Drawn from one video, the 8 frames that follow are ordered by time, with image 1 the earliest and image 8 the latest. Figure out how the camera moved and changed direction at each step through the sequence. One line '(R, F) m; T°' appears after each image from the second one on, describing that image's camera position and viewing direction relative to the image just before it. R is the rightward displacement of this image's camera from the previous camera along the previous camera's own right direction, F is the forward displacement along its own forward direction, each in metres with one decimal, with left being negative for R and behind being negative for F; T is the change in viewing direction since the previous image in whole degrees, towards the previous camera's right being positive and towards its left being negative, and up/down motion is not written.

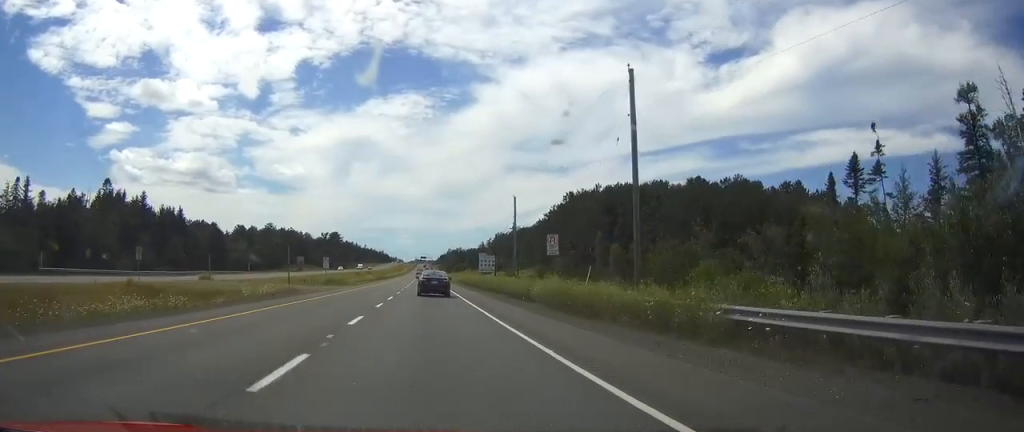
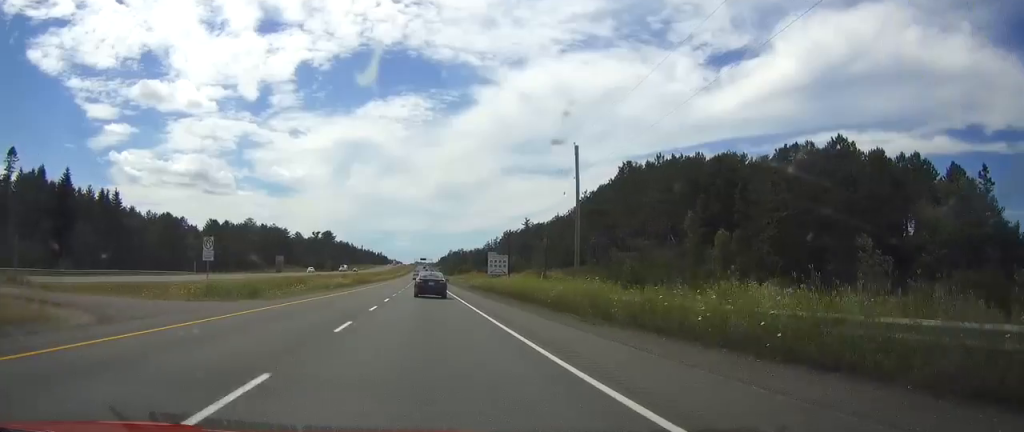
(0.0, +37.0) m; 0°
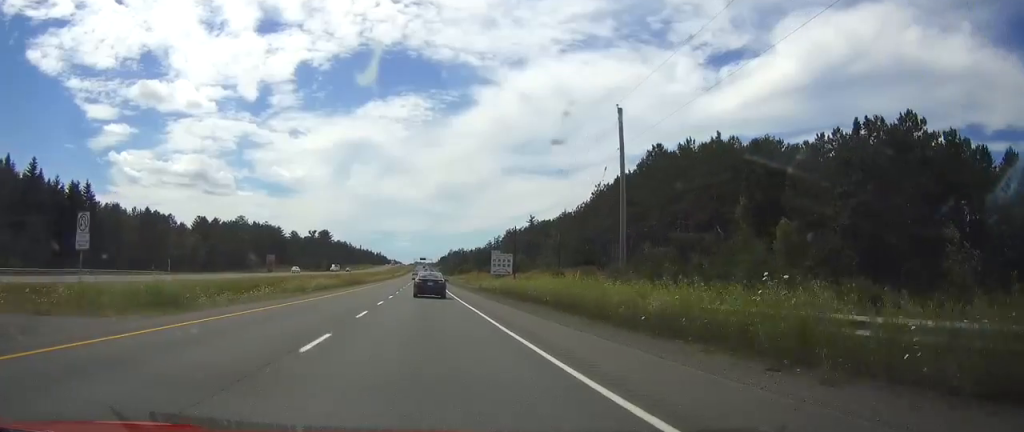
(0.0, +12.3) m; 0°
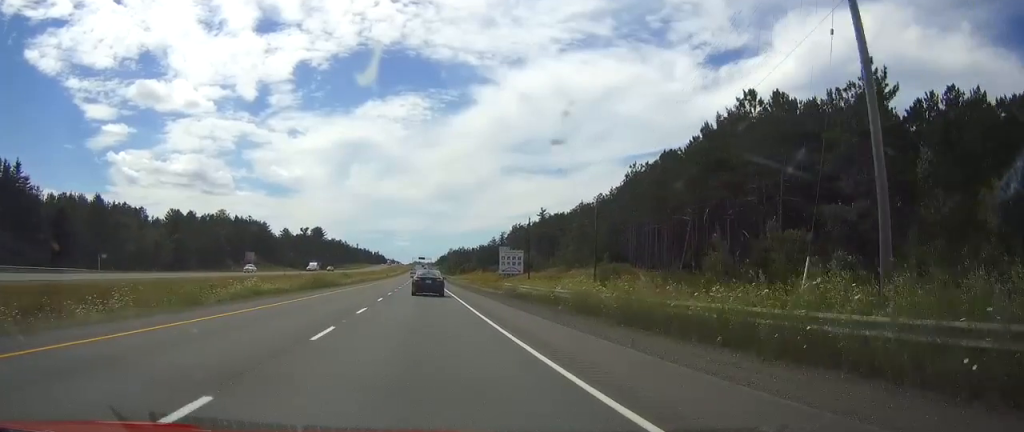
(+0.1, +24.6) m; 0°
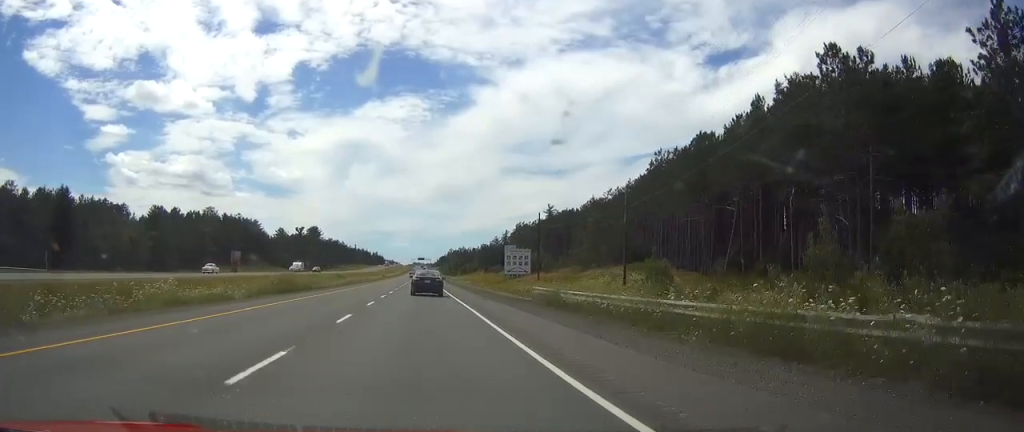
(0.0, +13.3) m; 0°
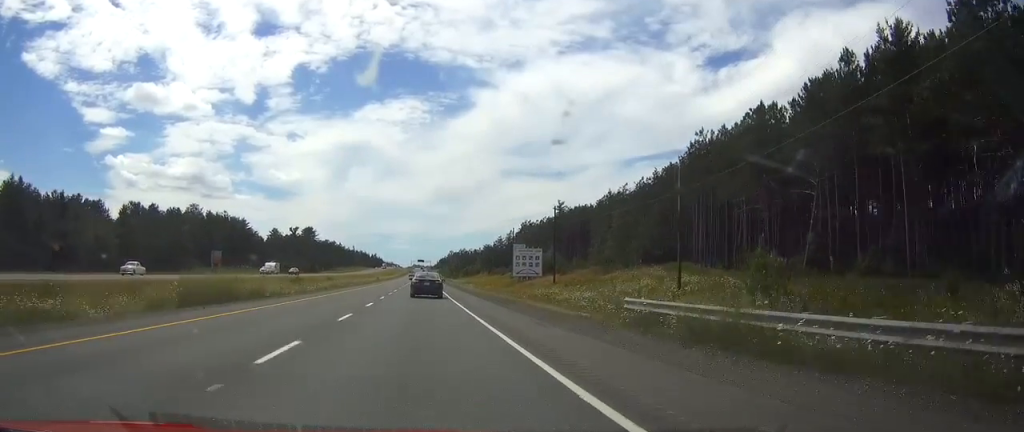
(0.0, +16.4) m; 0°
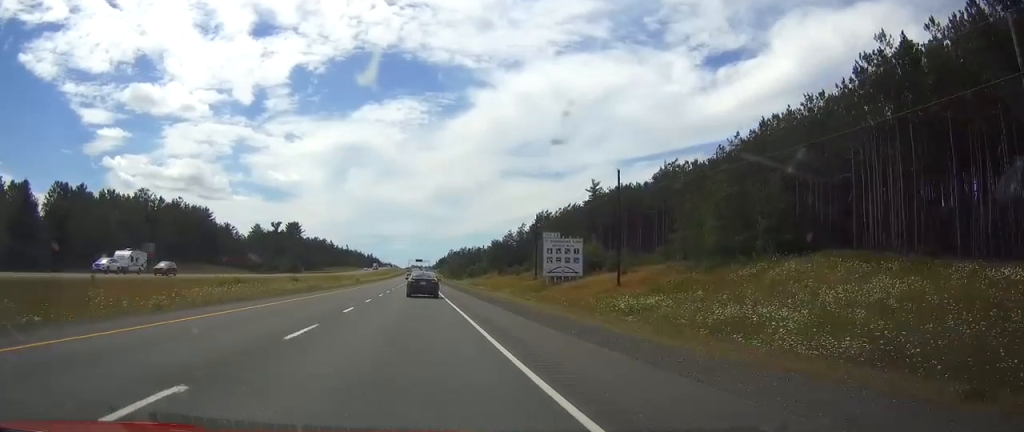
(0.0, +40.1) m; 0°
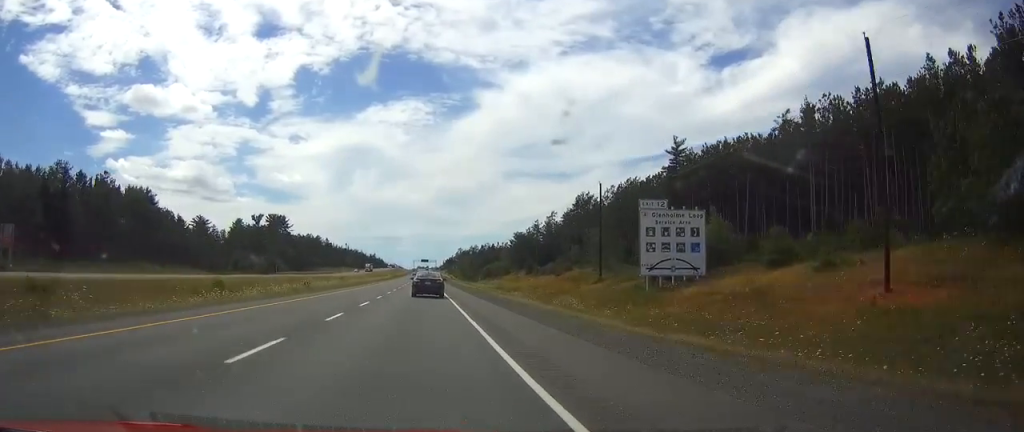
(-0.2, +47.6) m; 0°
